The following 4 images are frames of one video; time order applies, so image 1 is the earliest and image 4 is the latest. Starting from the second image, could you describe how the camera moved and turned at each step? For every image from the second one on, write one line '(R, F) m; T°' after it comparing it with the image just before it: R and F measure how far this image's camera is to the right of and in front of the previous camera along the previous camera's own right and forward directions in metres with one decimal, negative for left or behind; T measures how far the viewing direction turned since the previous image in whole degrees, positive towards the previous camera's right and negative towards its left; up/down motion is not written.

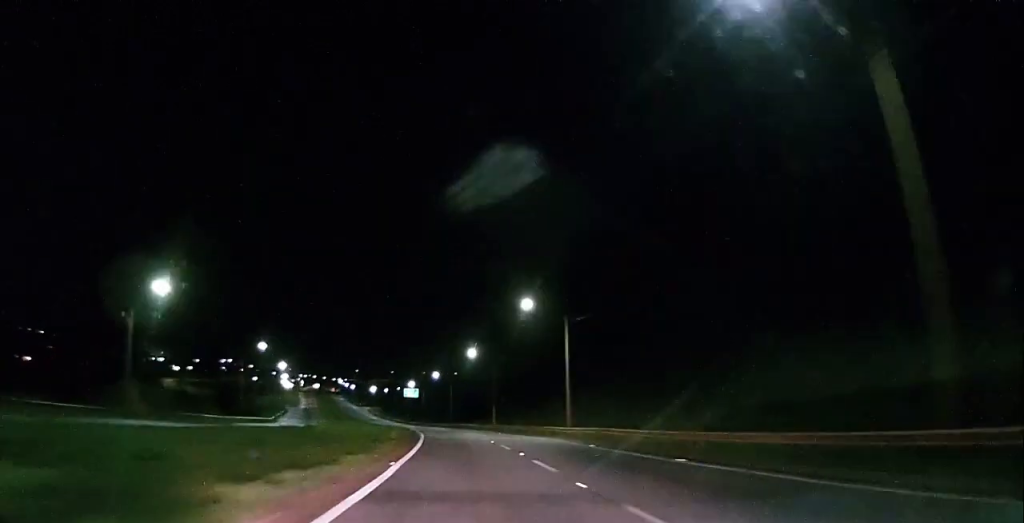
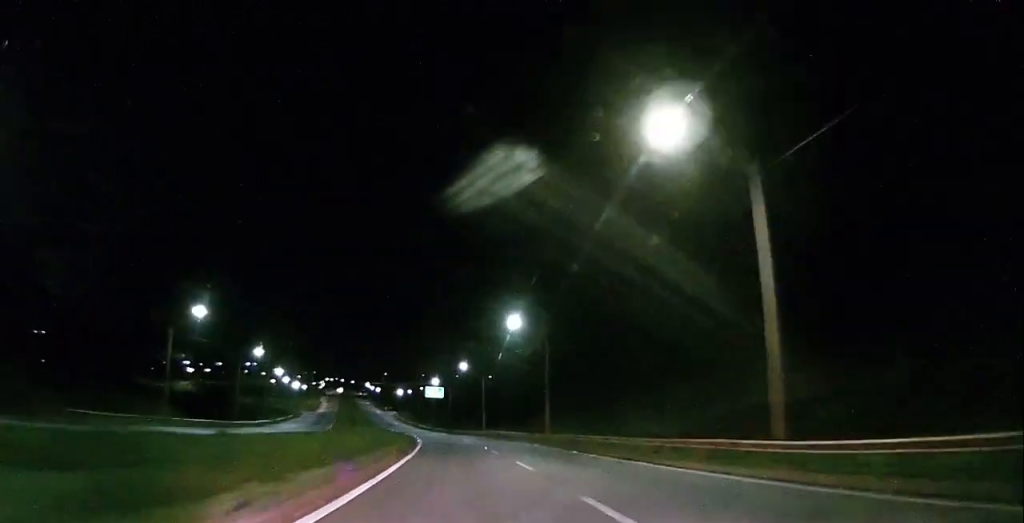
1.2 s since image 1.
(-1.2, +32.2) m; -4°
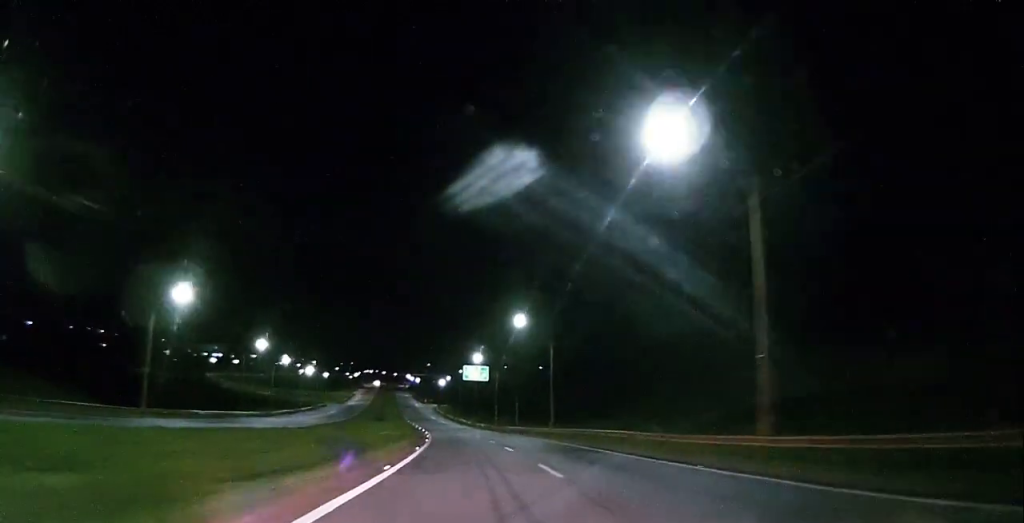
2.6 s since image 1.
(-1.2, +39.1) m; -2°
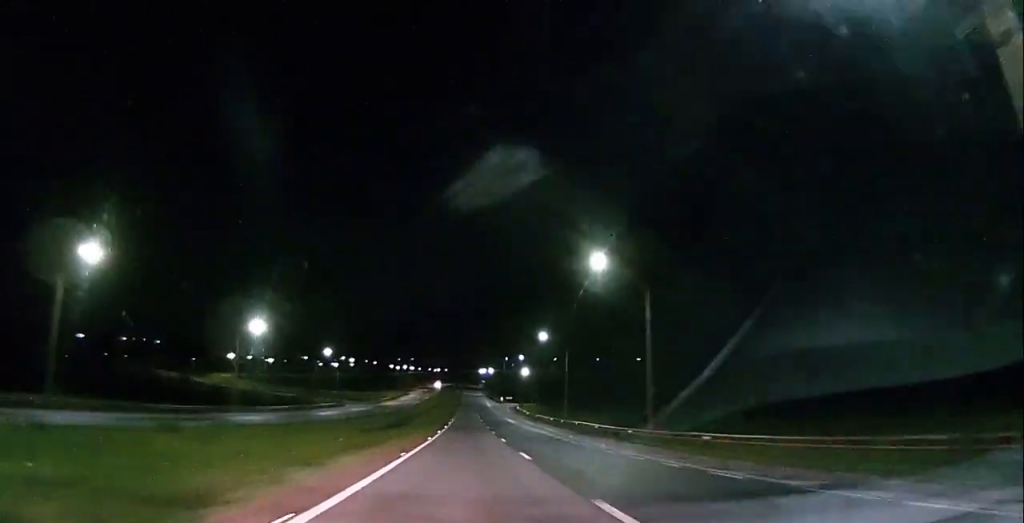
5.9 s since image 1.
(-5.1, +89.8) m; -9°
